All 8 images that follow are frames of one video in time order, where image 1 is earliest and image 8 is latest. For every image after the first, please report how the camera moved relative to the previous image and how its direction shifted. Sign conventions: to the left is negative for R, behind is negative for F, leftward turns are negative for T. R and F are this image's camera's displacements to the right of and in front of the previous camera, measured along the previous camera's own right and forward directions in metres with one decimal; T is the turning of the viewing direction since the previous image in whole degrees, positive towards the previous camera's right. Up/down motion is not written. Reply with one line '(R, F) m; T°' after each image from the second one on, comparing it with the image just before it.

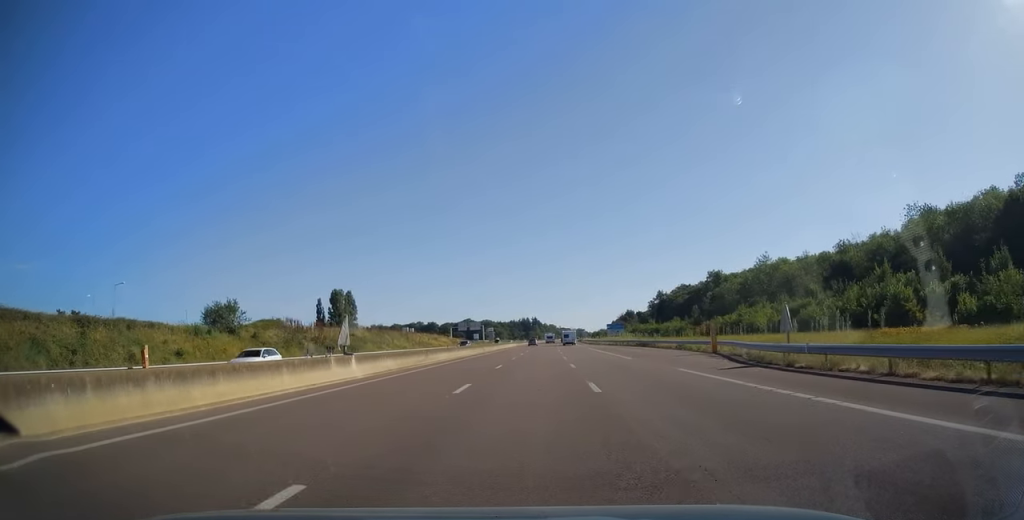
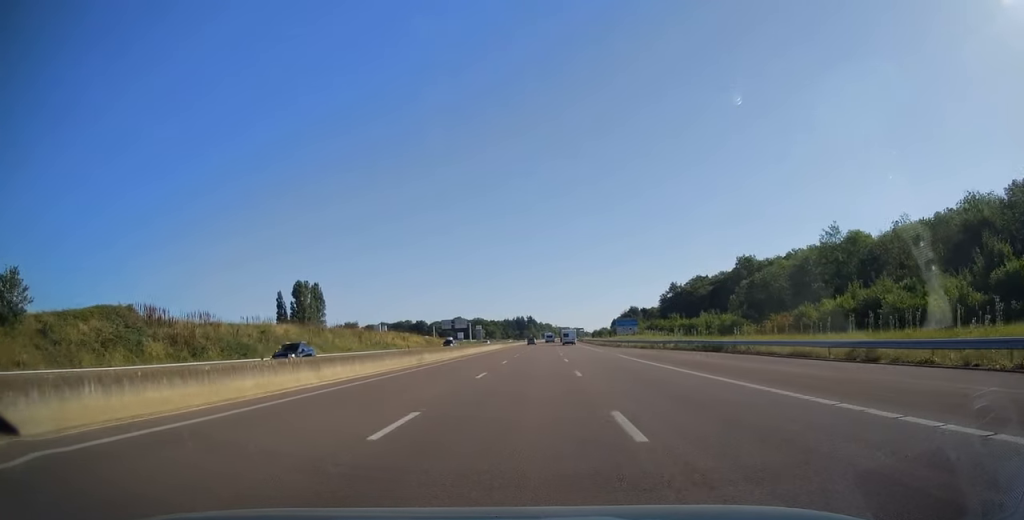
(-0.1, +33.0) m; 0°
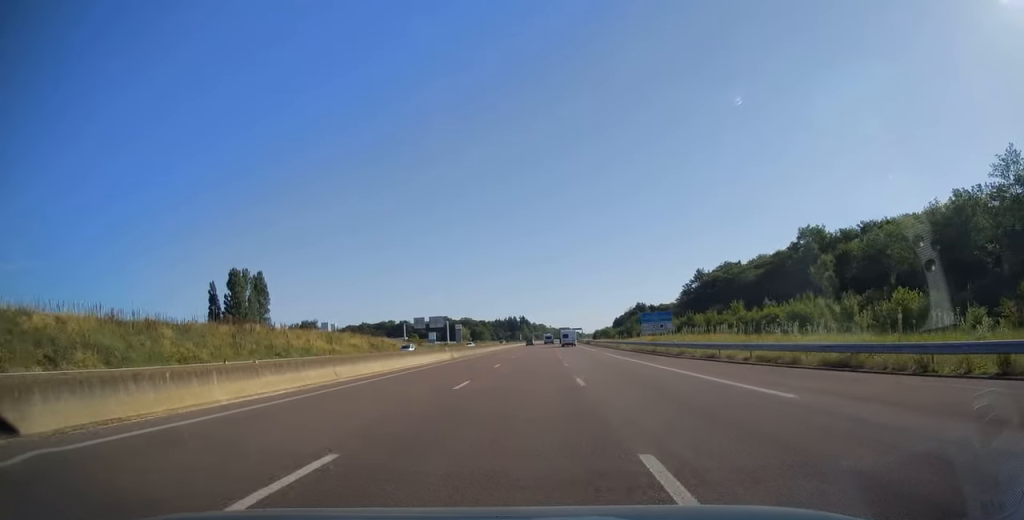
(+0.3, +42.8) m; +1°
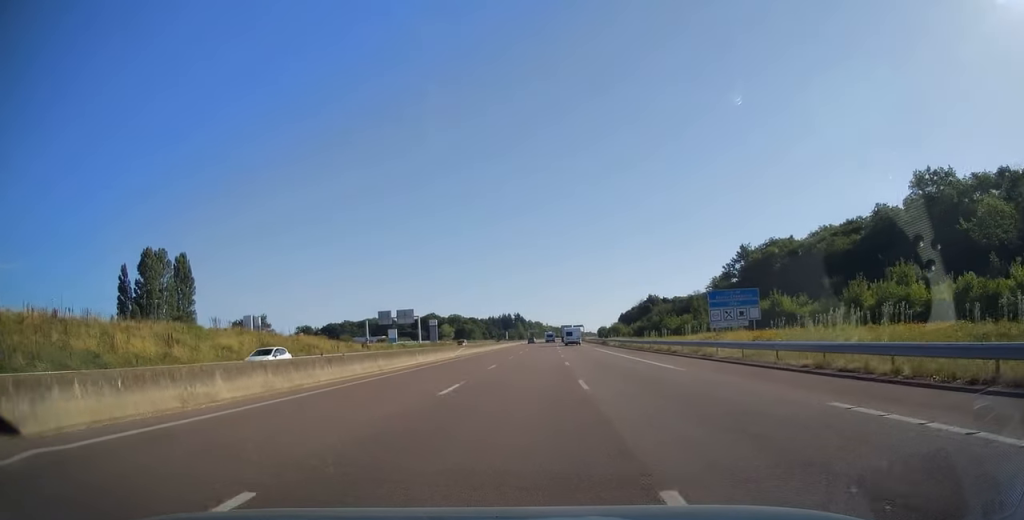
(+0.2, +40.5) m; +1°
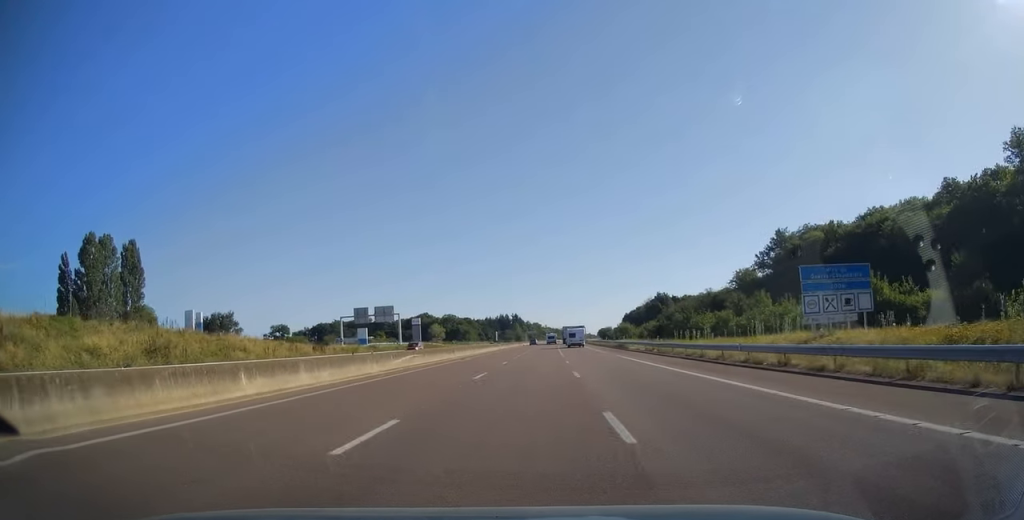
(+0.2, +20.4) m; 0°
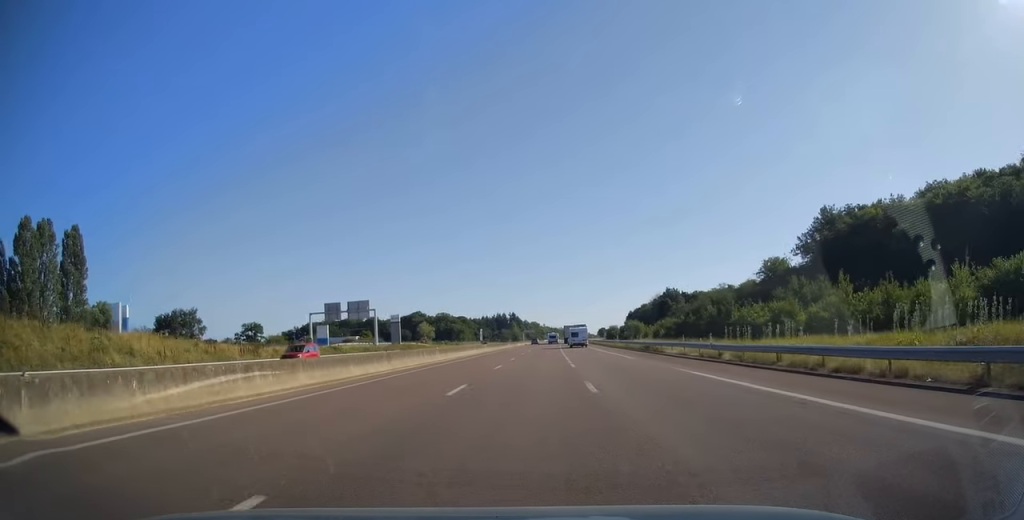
(-0.1, +18.9) m; 0°
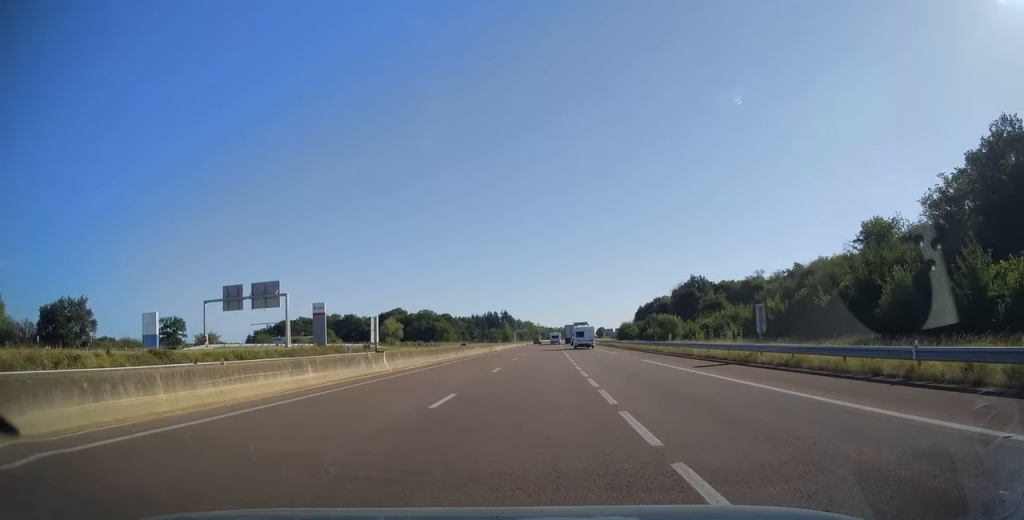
(+0.2, +40.9) m; 0°
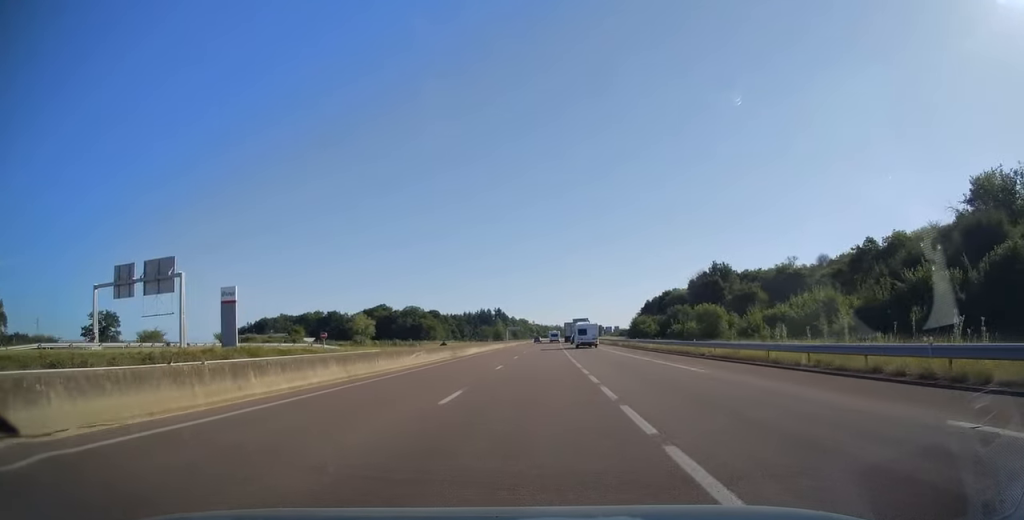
(-0.1, +25.2) m; 0°
